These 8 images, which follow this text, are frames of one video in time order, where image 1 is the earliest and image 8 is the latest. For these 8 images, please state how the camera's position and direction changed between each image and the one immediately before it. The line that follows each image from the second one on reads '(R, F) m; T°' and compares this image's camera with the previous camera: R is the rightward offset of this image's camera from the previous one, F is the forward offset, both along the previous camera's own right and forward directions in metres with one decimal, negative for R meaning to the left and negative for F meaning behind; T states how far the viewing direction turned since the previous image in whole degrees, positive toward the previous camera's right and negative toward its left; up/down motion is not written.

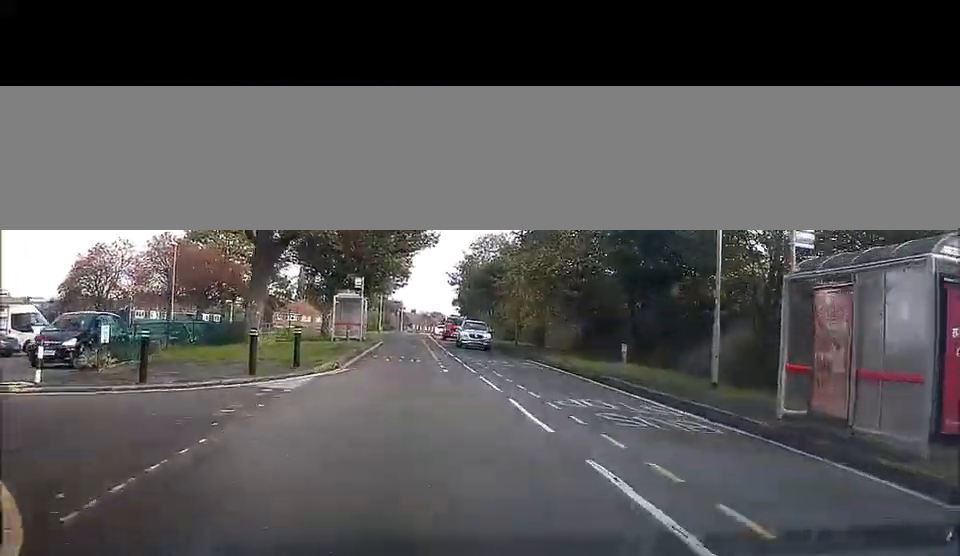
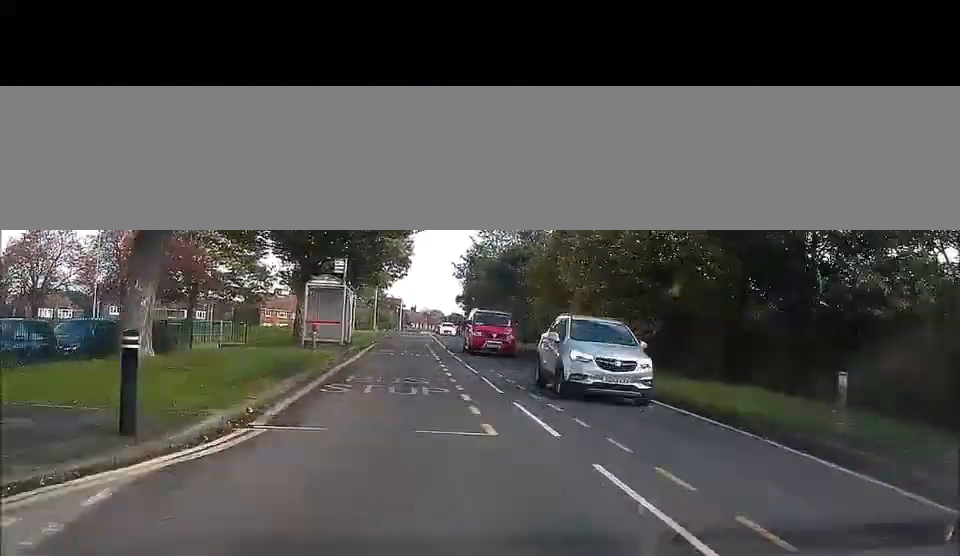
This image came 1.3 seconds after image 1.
(-0.5, +13.0) m; 0°
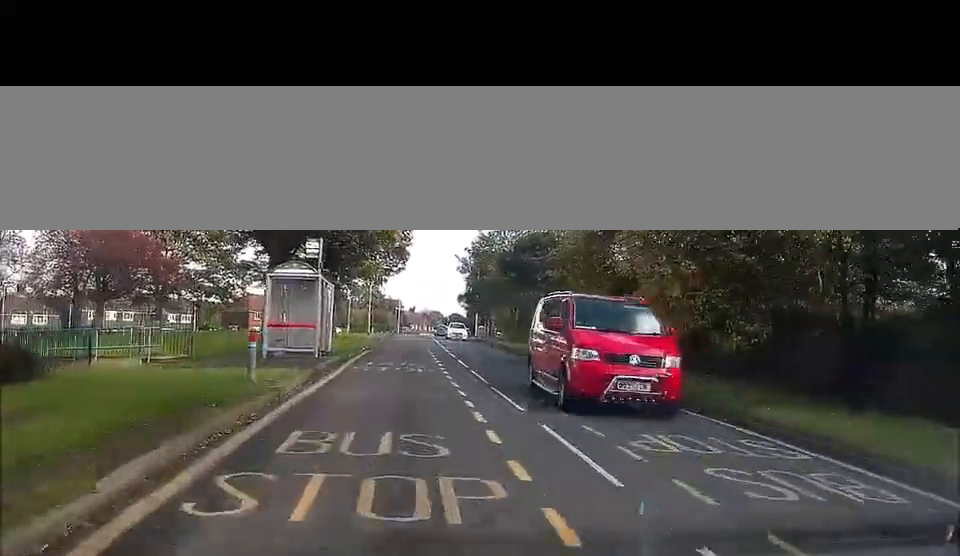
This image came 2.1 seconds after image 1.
(+0.5, +9.2) m; +2°
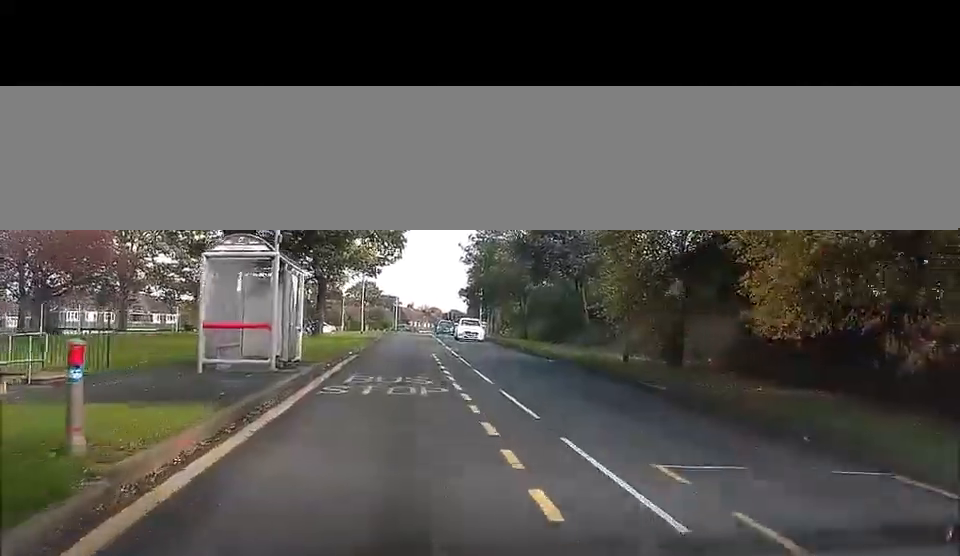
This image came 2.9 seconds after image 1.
(0.0, +8.0) m; +1°
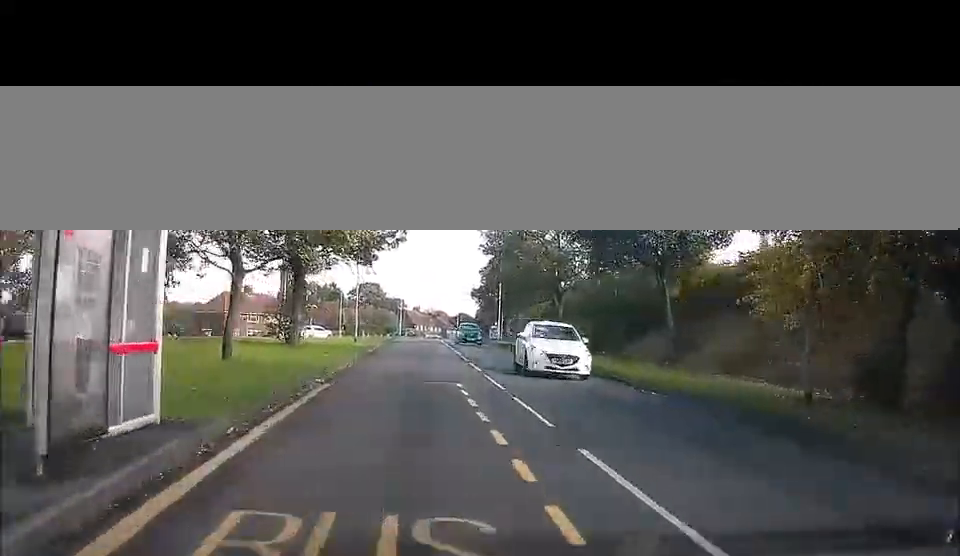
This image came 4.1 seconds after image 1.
(+0.1, +13.2) m; 0°
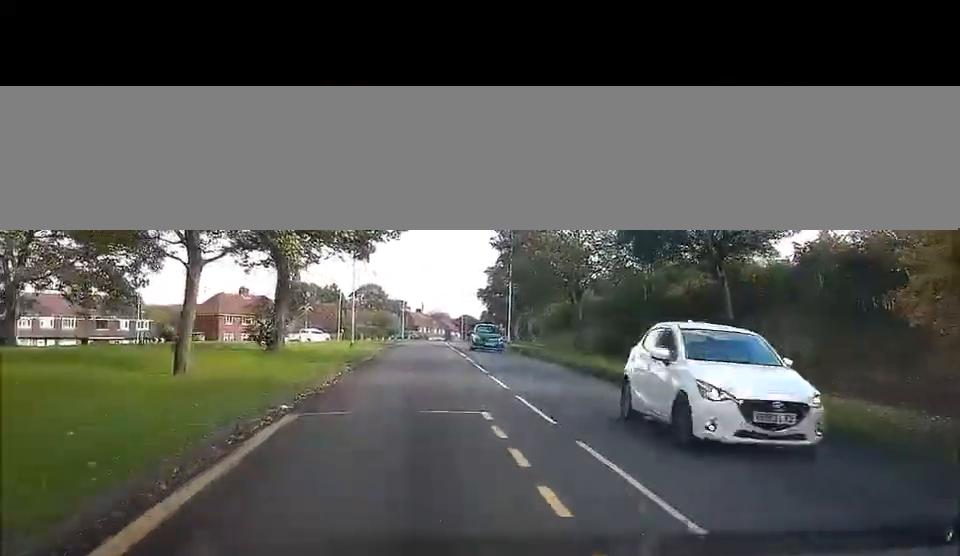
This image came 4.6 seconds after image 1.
(+0.1, +5.5) m; 0°
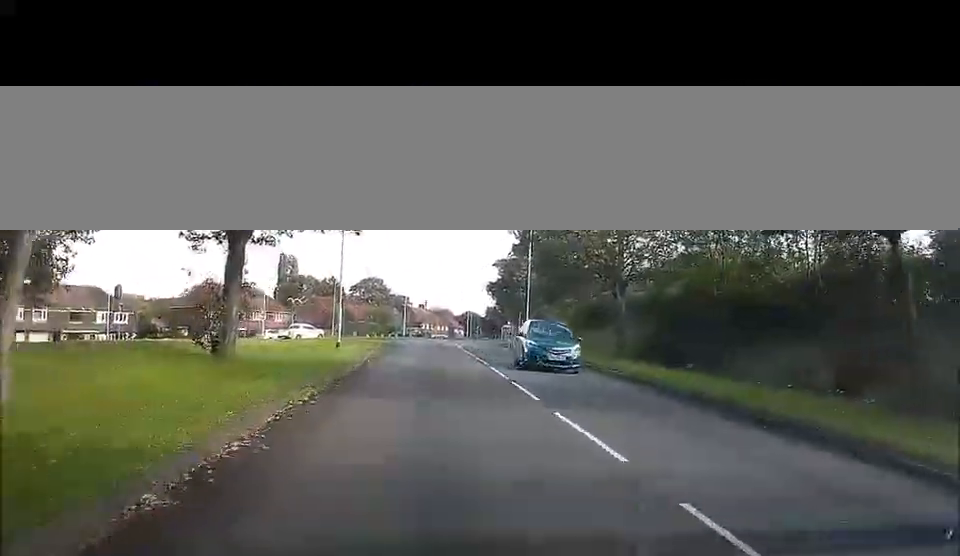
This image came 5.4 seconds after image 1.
(-0.3, +9.4) m; -2°
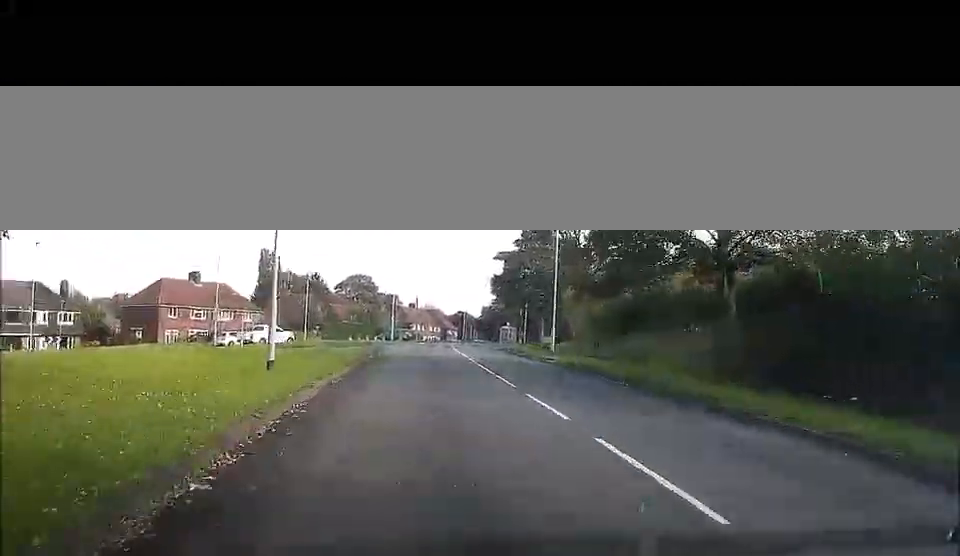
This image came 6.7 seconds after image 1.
(+0.3, +14.9) m; +2°
